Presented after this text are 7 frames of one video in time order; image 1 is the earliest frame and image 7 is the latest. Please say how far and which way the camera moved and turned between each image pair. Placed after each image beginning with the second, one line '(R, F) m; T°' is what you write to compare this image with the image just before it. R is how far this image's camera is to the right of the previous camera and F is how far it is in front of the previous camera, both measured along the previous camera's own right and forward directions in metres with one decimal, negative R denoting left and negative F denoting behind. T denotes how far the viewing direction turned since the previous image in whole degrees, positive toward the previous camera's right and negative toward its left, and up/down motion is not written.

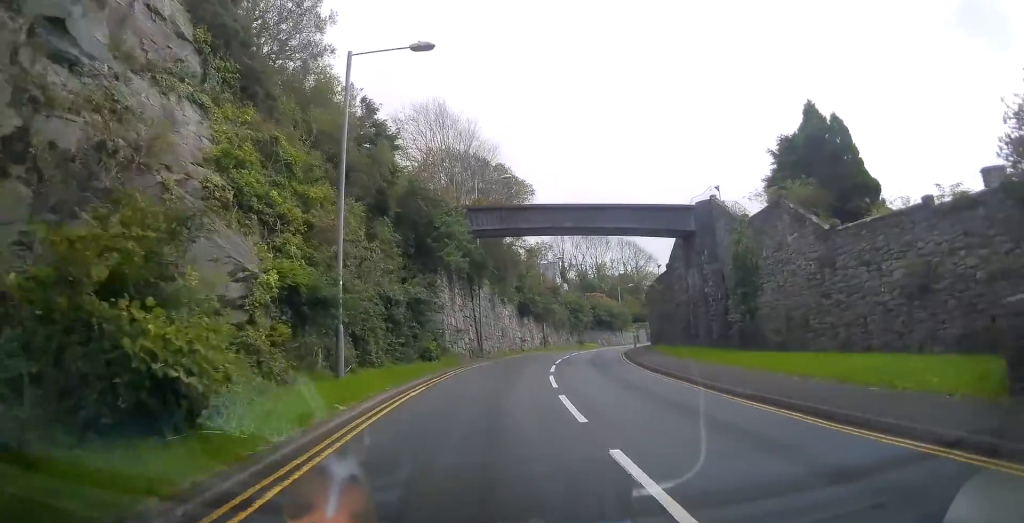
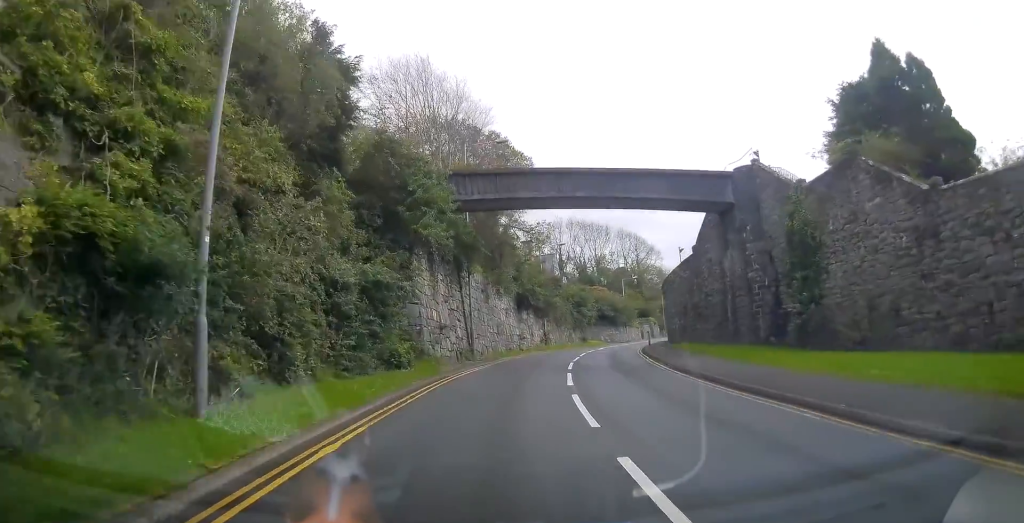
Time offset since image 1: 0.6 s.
(+0.1, +6.5) m; +1°
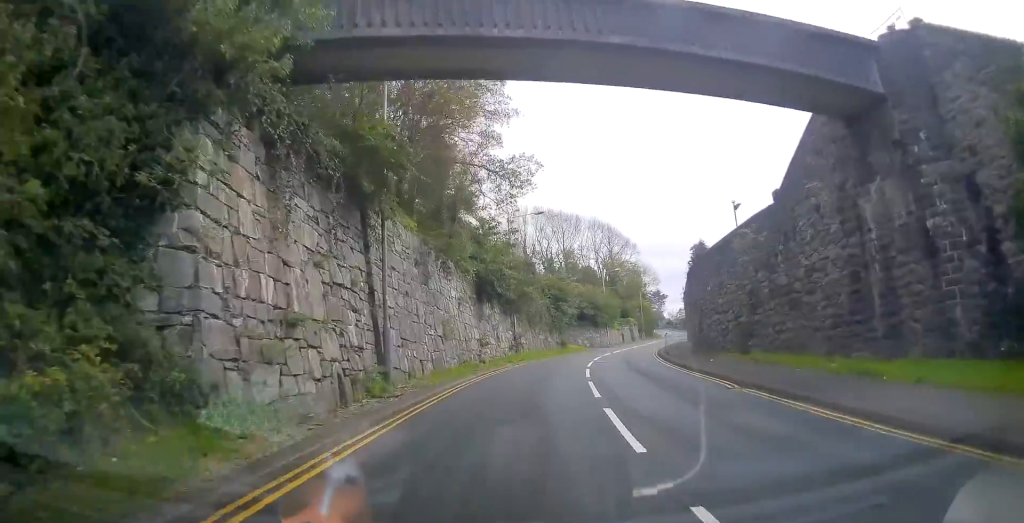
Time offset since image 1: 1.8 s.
(+0.1, +14.1) m; +2°
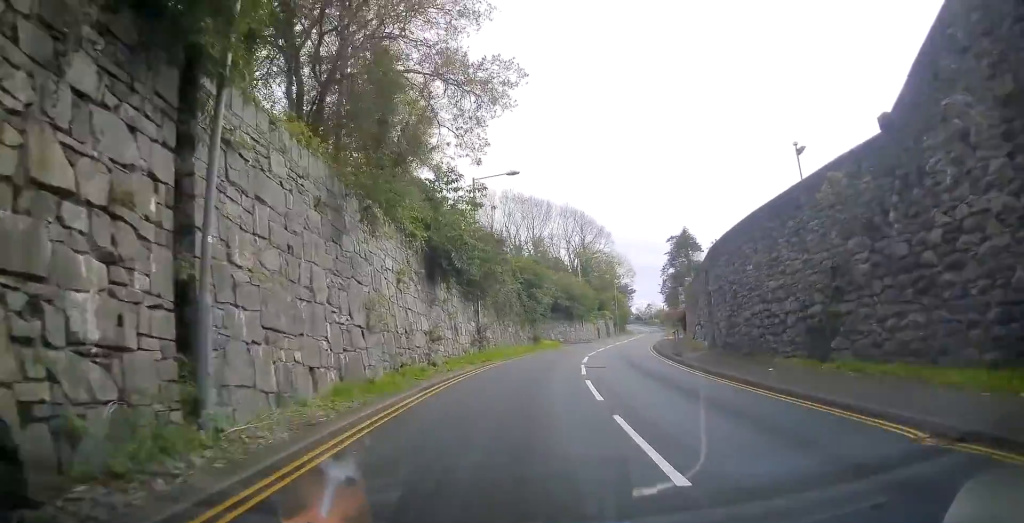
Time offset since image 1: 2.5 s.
(+0.1, +7.7) m; +2°
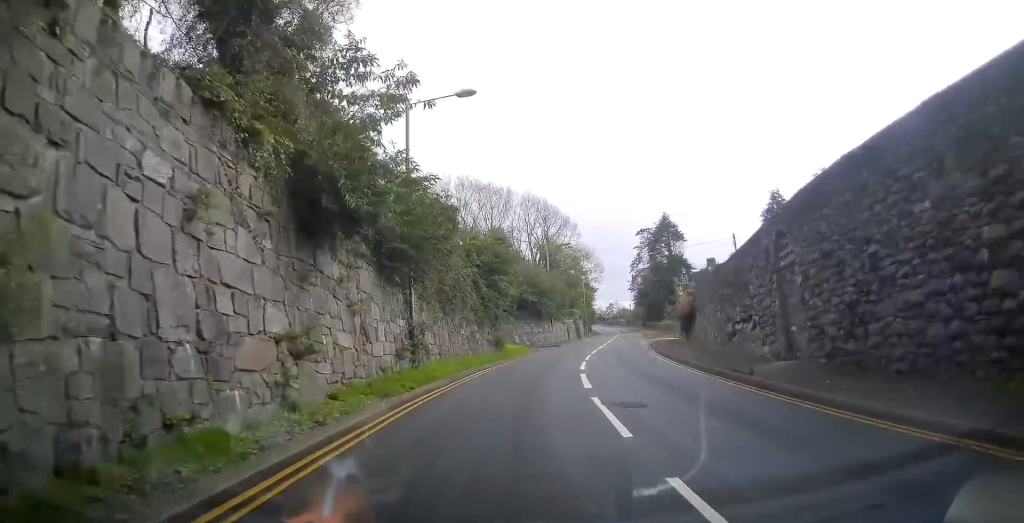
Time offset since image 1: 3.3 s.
(+0.3, +10.2) m; +4°
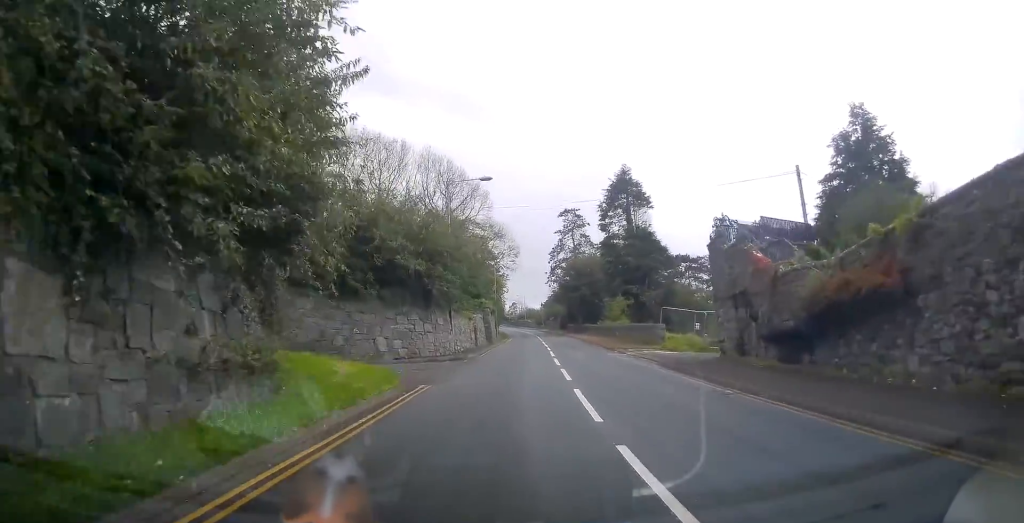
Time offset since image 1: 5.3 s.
(+1.6, +22.9) m; +9°
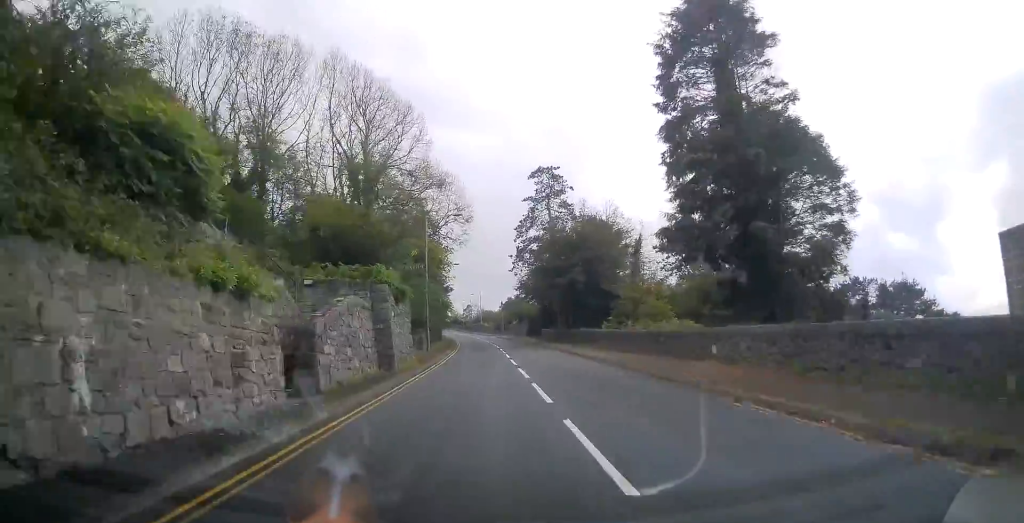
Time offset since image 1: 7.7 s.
(+3.4, +28.3) m; +10°
